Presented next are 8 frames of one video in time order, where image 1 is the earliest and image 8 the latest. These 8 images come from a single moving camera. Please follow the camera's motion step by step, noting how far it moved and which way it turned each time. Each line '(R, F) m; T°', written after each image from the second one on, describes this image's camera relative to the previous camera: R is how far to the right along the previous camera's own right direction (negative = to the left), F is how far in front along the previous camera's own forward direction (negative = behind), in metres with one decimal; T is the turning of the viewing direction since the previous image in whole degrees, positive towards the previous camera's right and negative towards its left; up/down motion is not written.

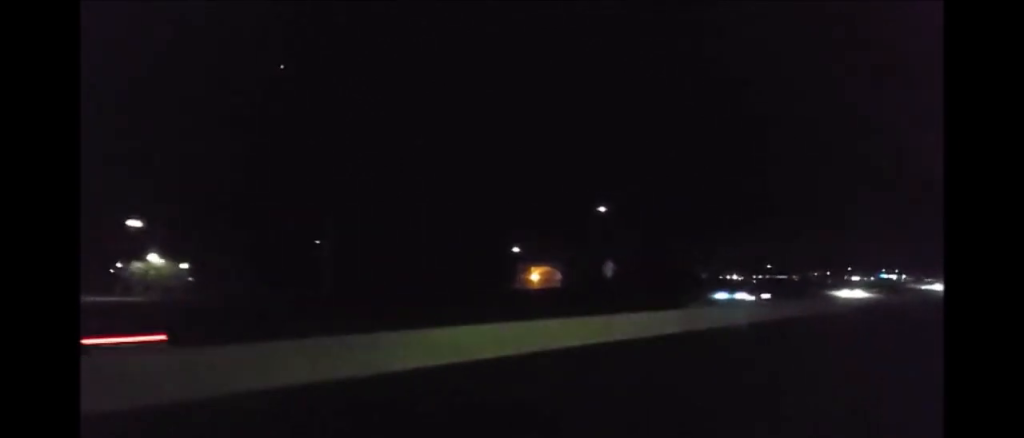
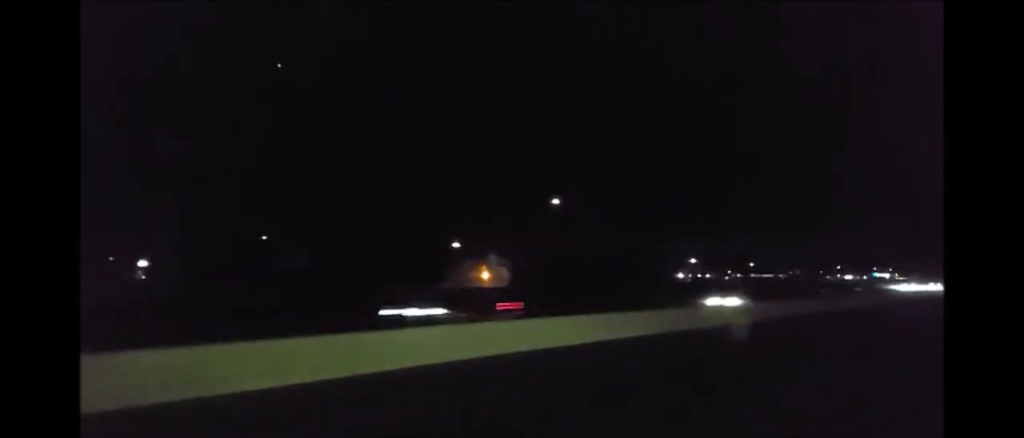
(0.0, +15.8) m; 0°
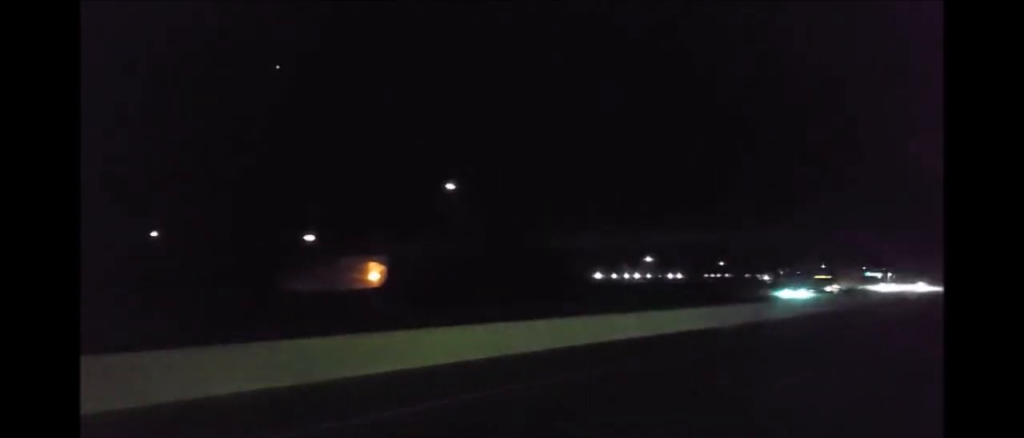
(0.0, +31.7) m; 0°
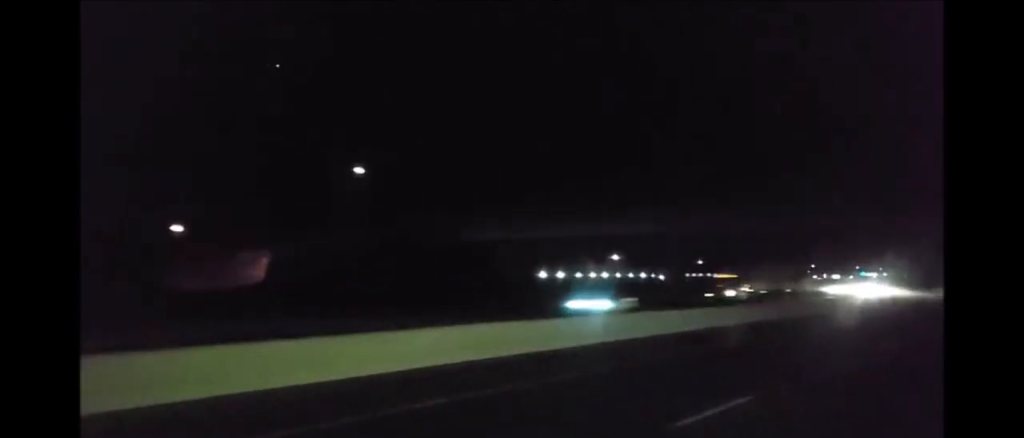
(0.0, +18.8) m; 0°
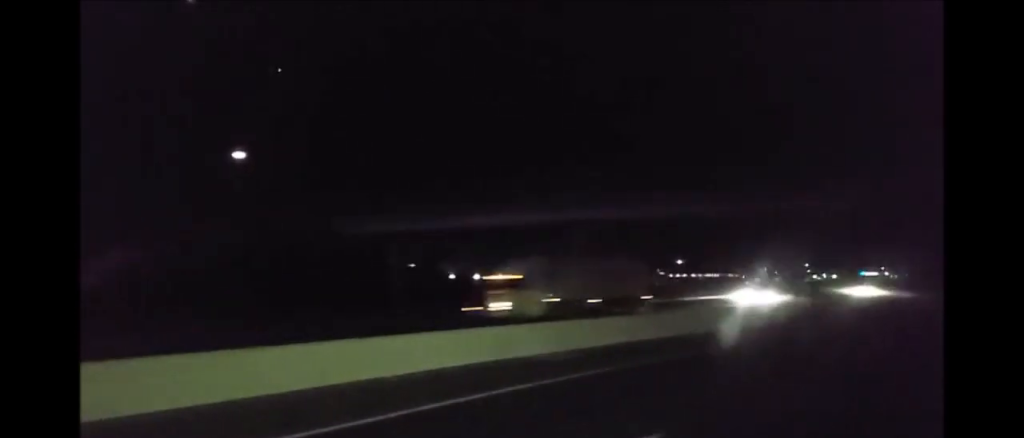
(-0.1, +18.9) m; 0°
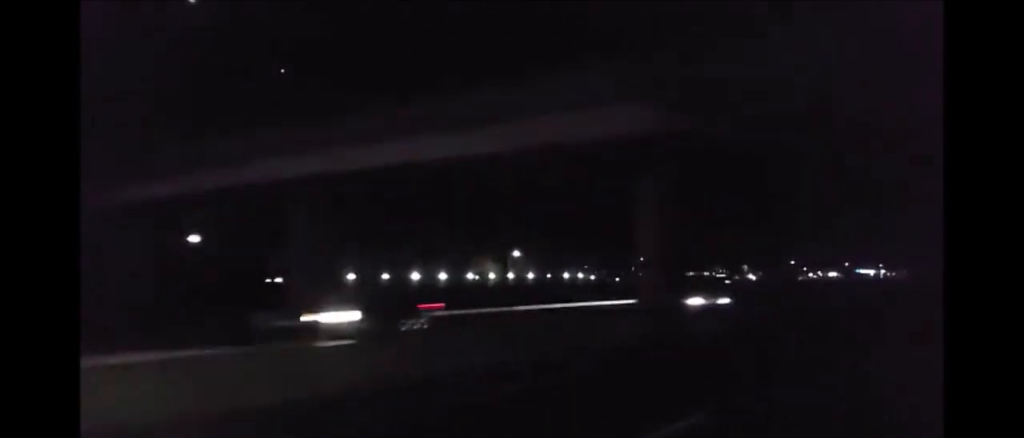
(+0.1, +27.6) m; +1°
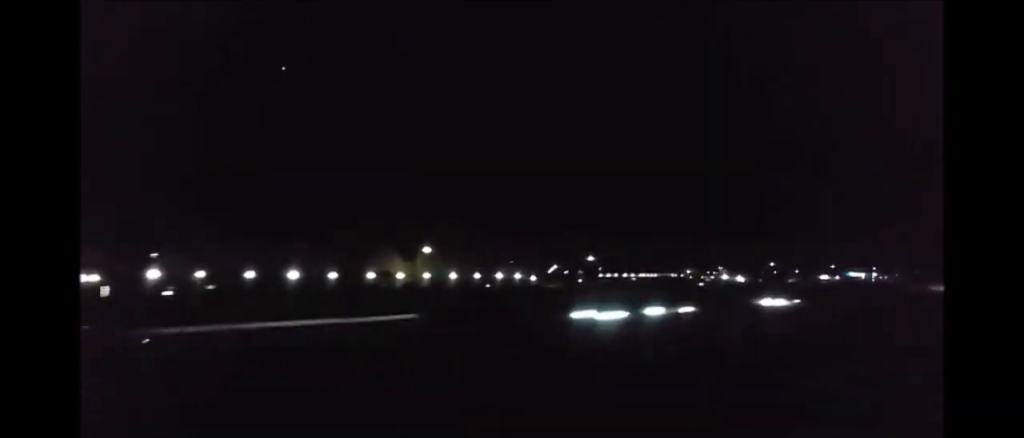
(+0.2, +27.5) m; 0°
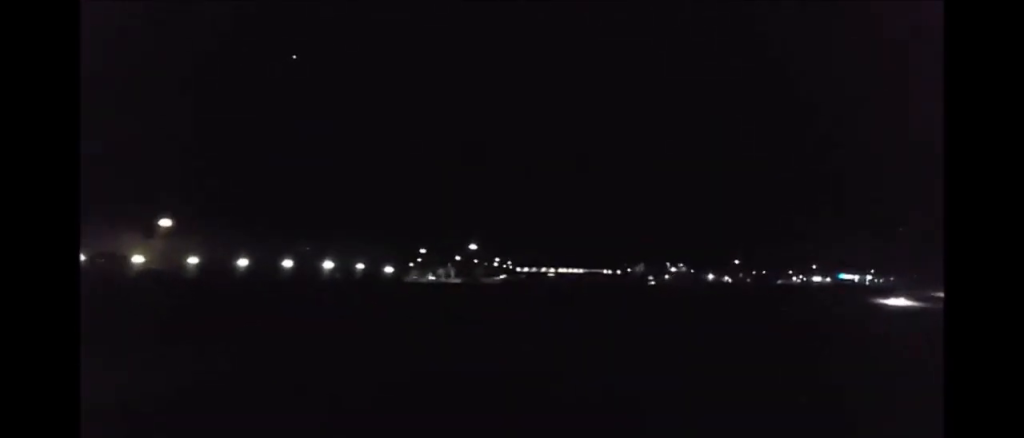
(-0.7, +49.9) m; -1°
